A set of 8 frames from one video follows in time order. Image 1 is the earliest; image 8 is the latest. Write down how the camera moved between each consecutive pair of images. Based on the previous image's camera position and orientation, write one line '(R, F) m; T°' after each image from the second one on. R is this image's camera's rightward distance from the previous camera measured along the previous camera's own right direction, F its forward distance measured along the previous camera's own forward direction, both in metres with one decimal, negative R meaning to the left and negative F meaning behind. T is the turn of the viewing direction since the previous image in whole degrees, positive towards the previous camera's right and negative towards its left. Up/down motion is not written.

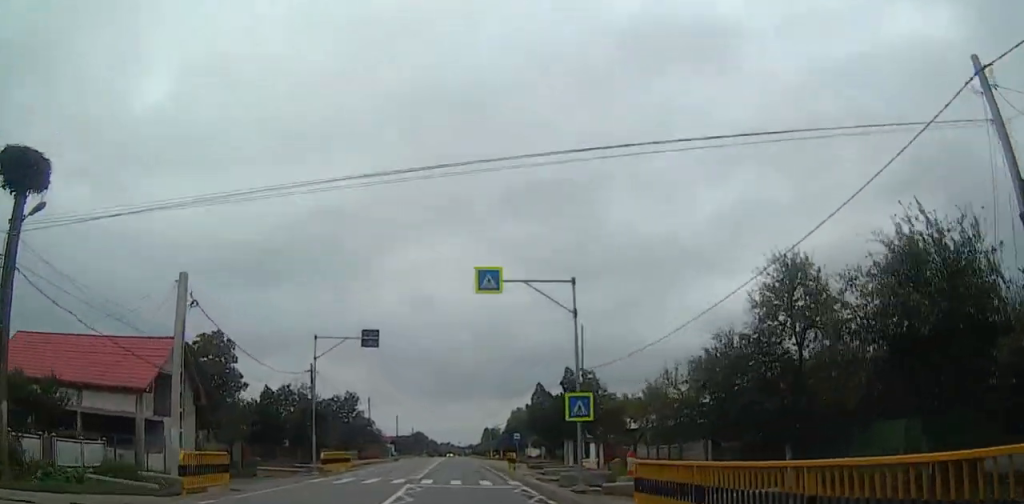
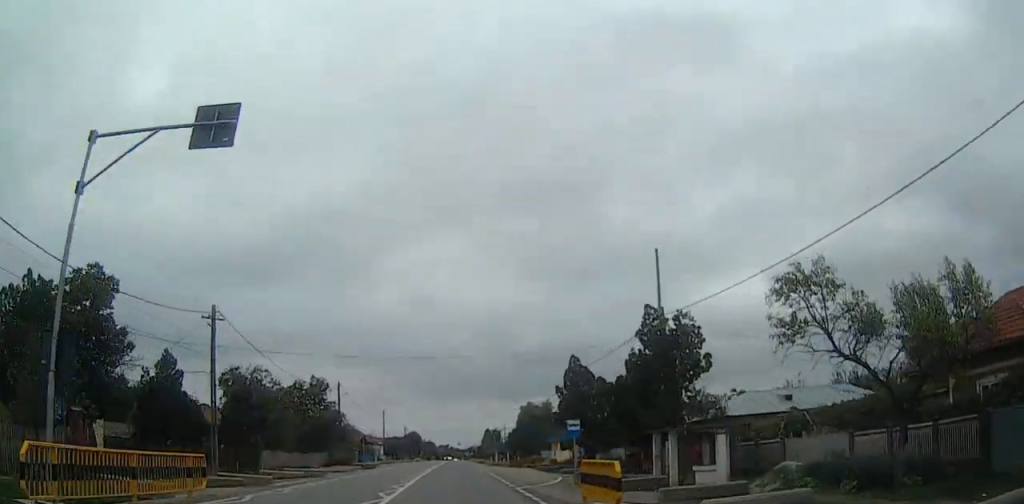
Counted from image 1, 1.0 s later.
(0.0, +22.4) m; 0°
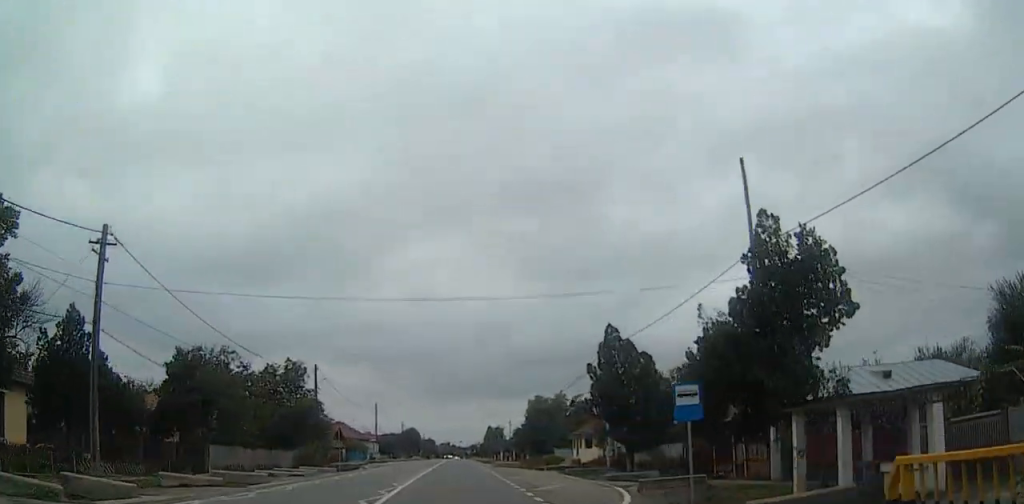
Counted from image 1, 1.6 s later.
(0.0, +11.6) m; 0°
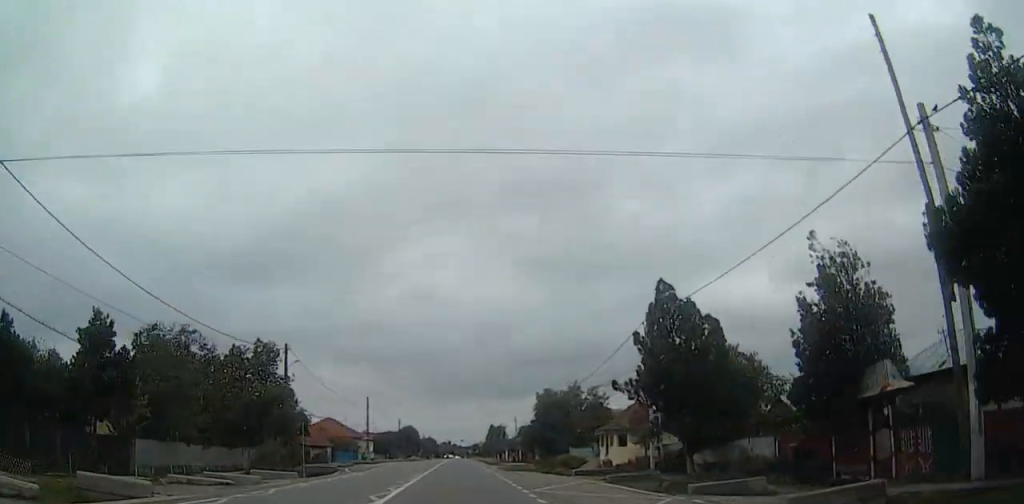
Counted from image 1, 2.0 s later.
(0.0, +10.1) m; 0°
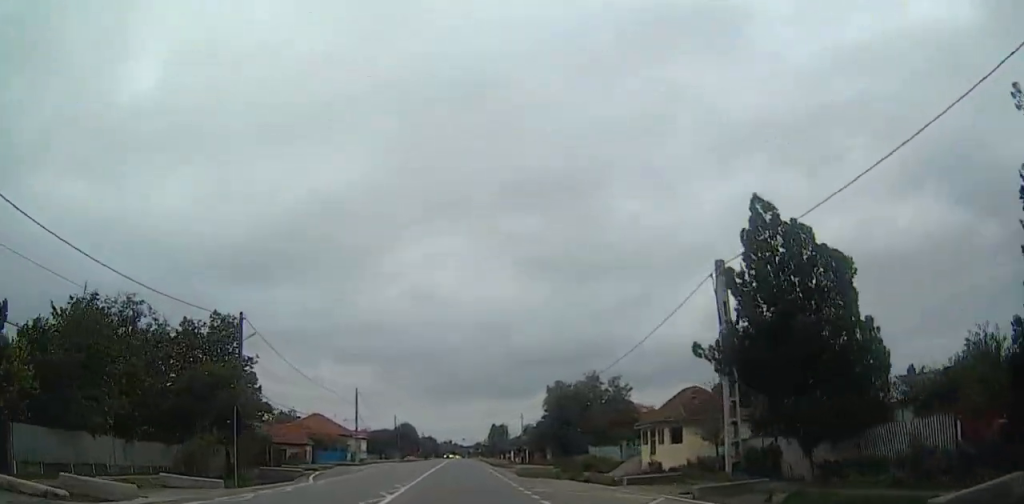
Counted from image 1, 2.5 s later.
(0.0, +10.1) m; 0°
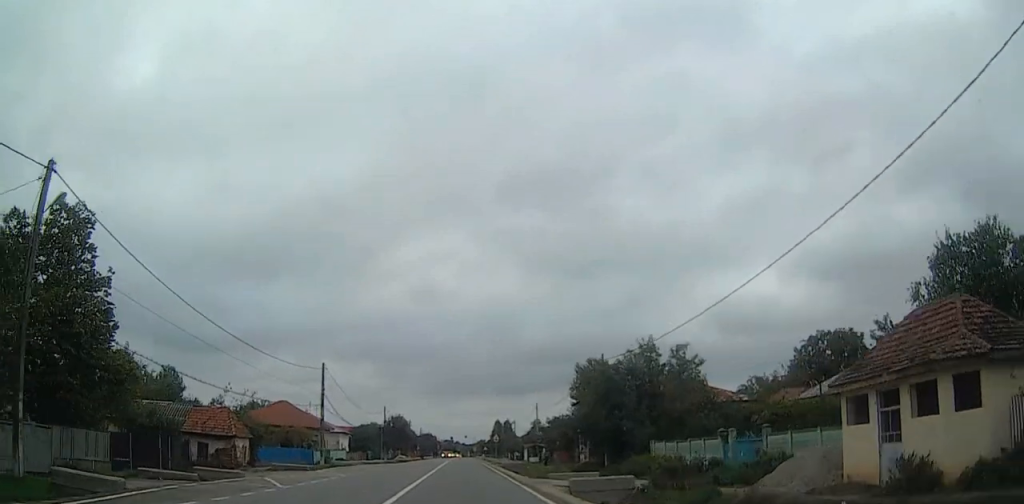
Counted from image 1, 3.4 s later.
(0.0, +19.5) m; 0°
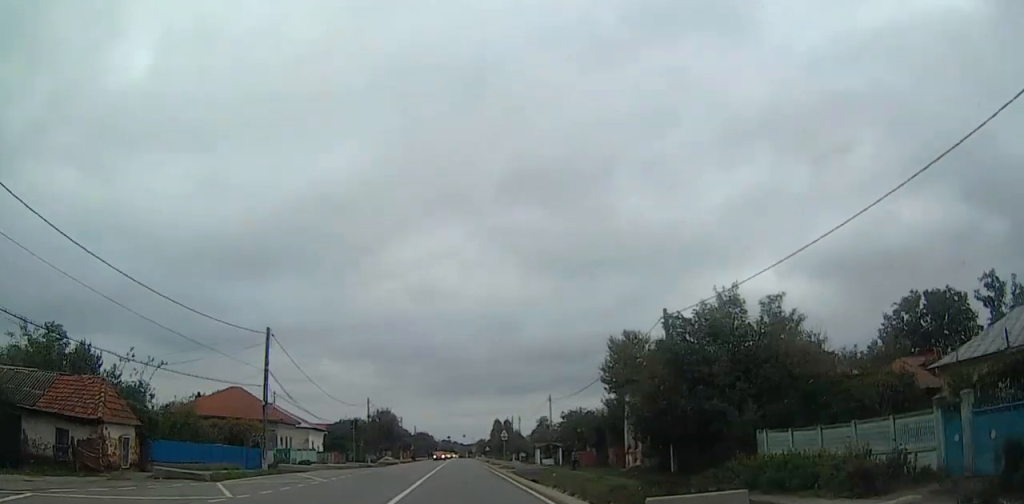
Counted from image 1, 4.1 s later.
(0.0, +15.9) m; 0°
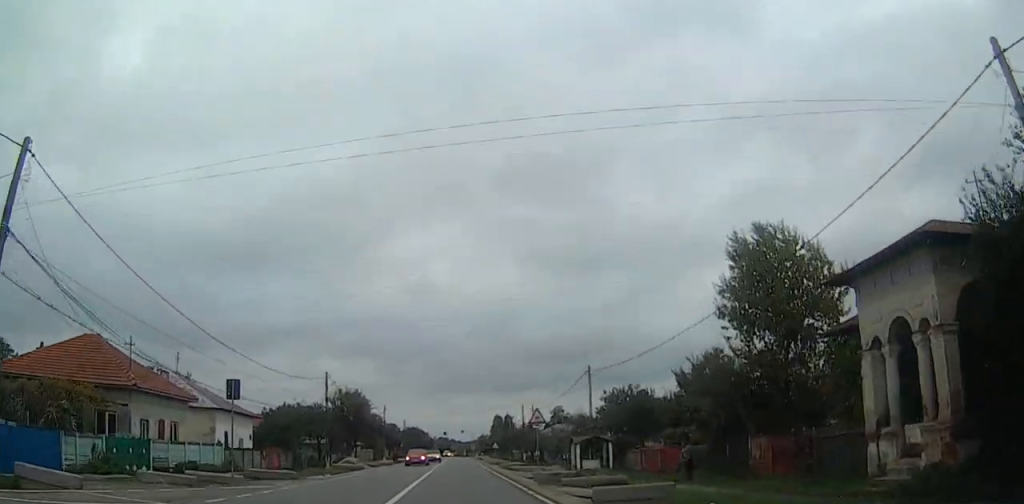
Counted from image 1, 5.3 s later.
(0.0, +25.2) m; 0°
